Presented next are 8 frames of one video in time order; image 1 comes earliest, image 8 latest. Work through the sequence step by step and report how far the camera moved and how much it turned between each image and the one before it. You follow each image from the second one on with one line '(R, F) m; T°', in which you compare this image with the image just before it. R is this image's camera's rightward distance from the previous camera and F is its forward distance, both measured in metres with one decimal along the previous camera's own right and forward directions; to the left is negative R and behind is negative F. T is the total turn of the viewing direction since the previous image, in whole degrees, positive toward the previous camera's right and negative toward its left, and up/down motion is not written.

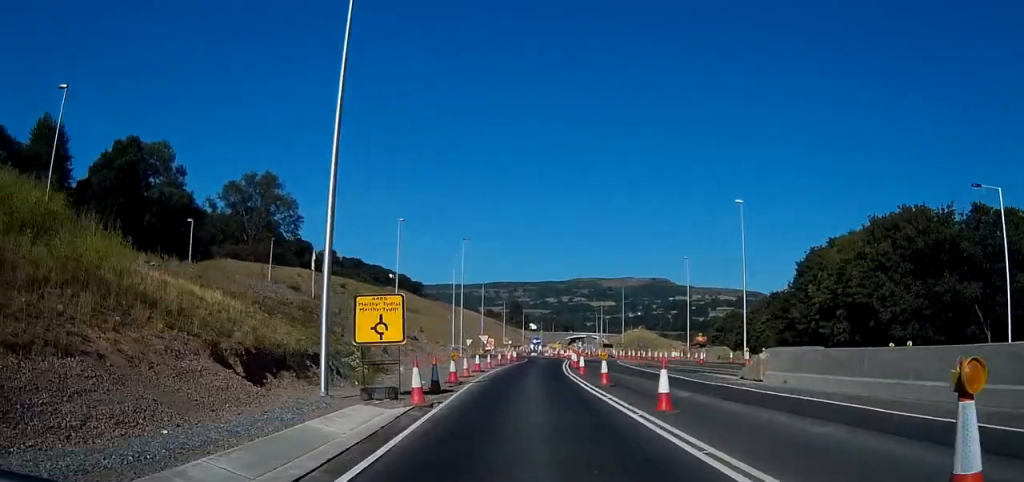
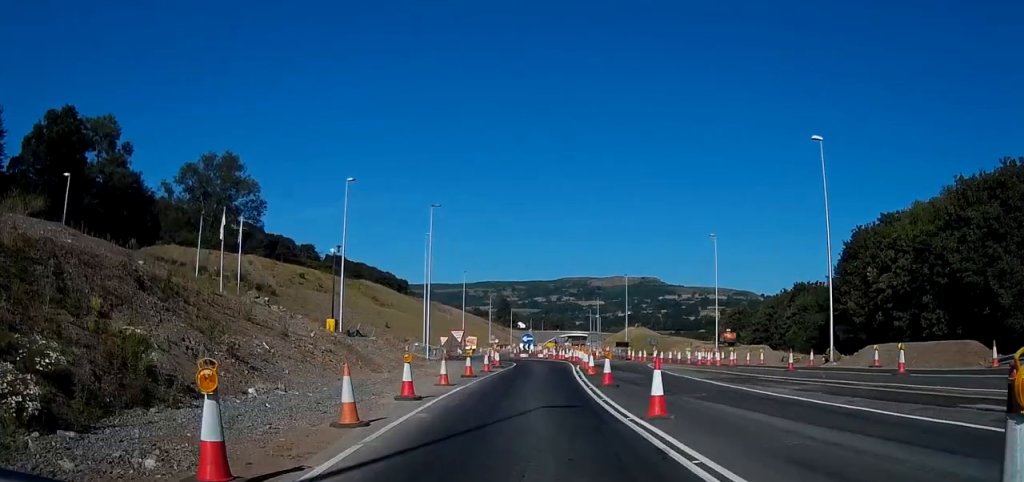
(+0.1, +19.1) m; +1°
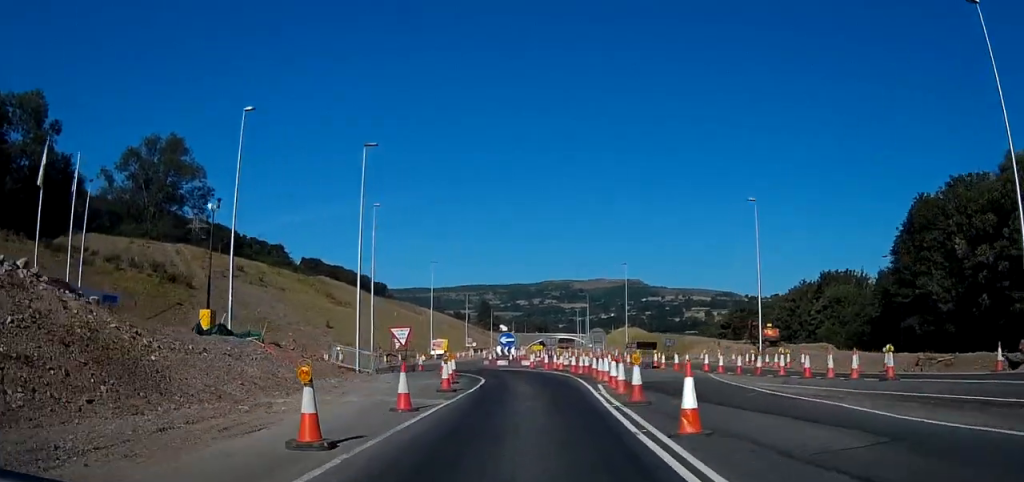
(+0.4, +19.8) m; +4°
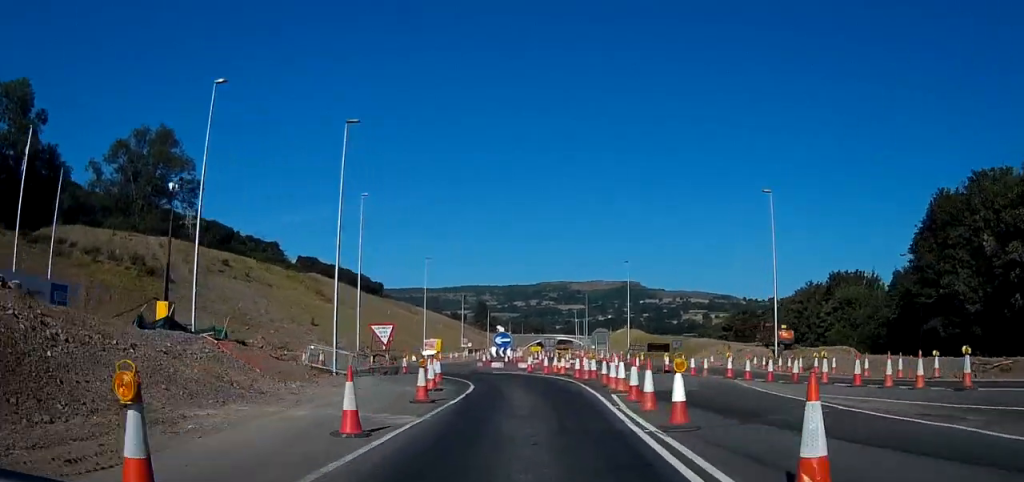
(+0.1, +4.3) m; 0°
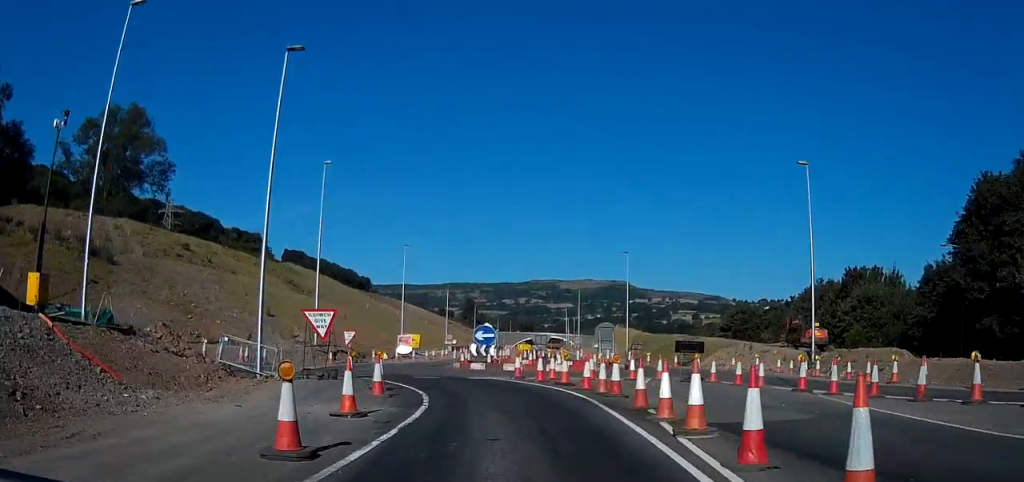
(0.0, +9.2) m; 0°
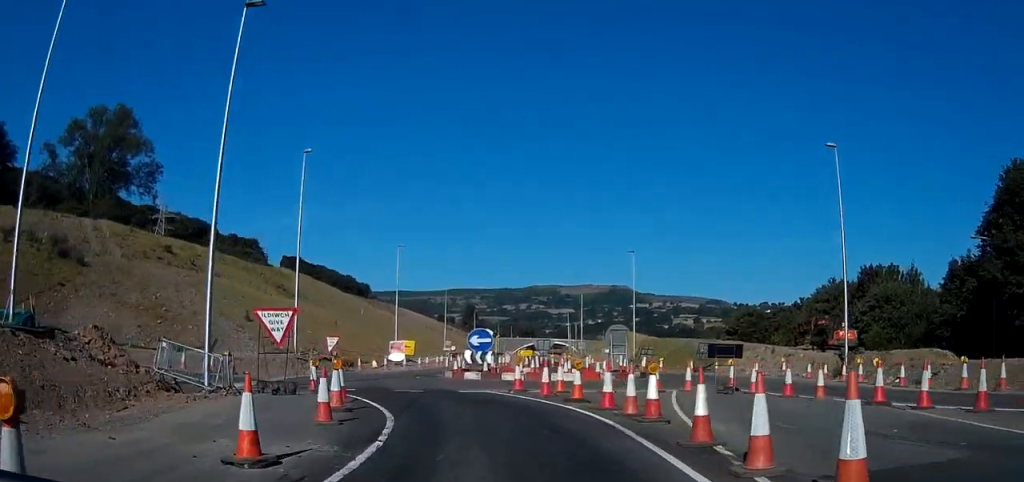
(0.0, +4.8) m; -1°
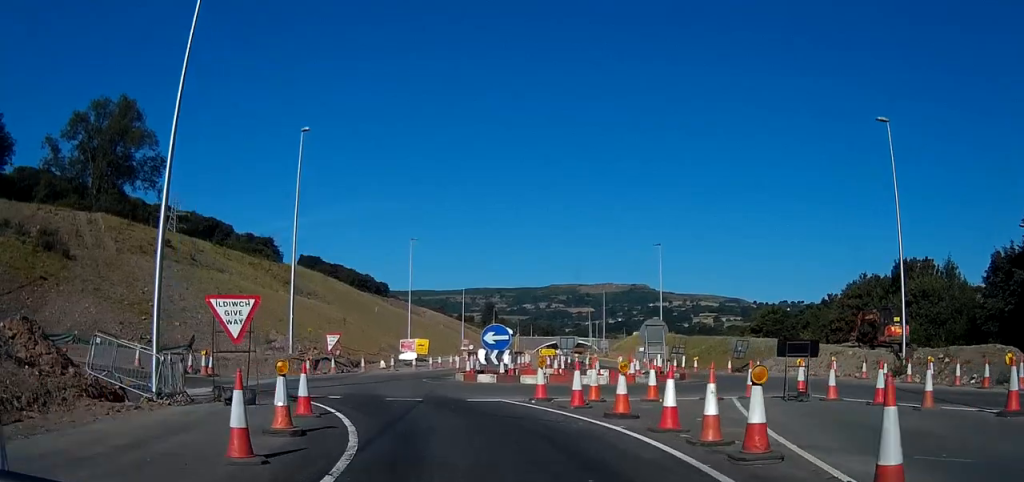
(+0.1, +4.5) m; -2°
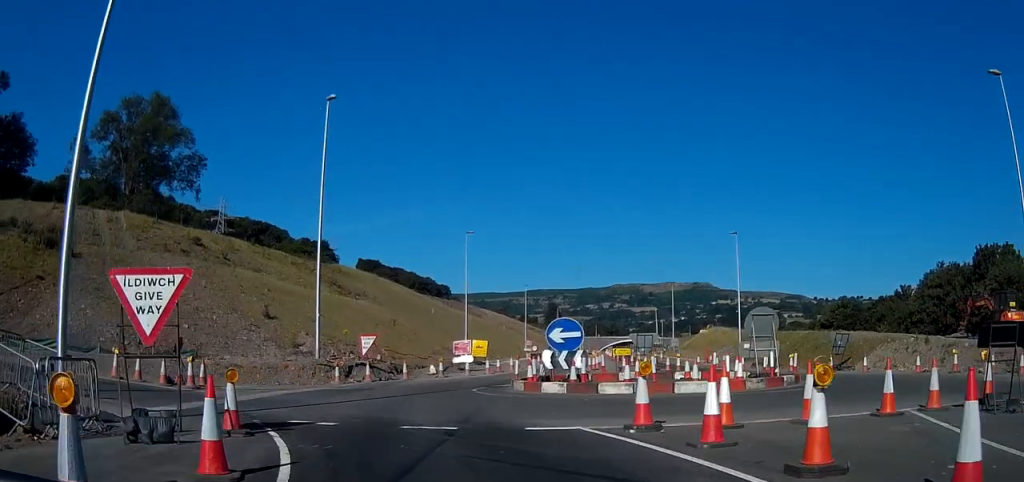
(-0.3, +6.4) m; -6°
